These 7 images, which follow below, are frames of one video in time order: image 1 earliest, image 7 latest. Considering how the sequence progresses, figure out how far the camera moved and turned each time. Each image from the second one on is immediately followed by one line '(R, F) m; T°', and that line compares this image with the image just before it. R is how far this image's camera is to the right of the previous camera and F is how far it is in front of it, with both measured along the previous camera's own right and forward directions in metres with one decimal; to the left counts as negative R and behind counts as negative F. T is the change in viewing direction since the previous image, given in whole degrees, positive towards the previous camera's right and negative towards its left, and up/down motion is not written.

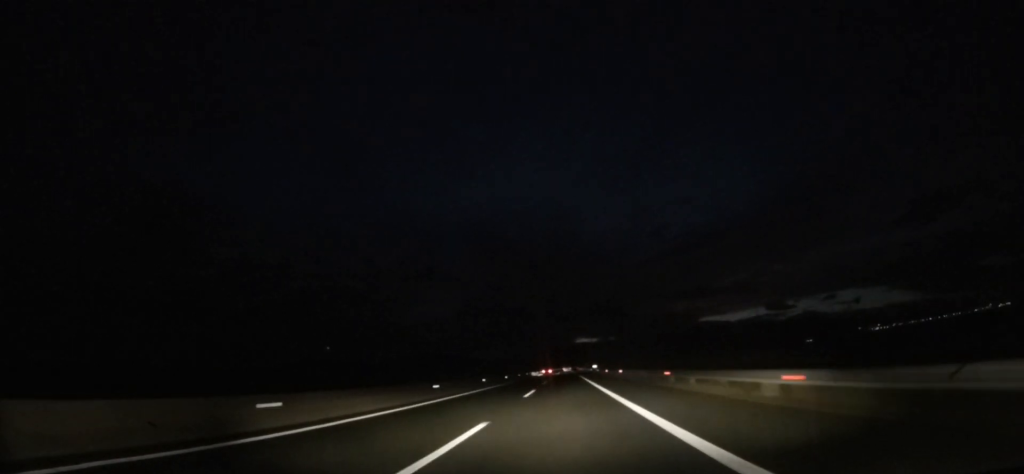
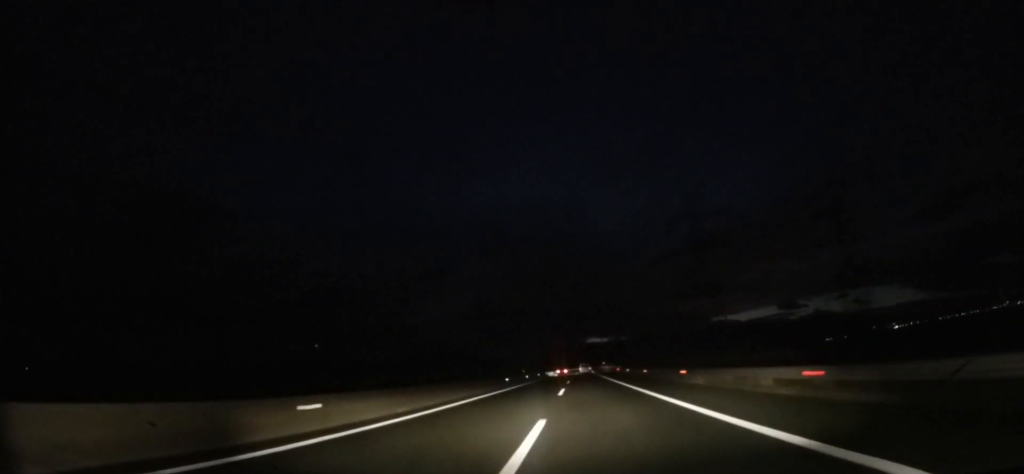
(-0.1, +143.0) m; 0°
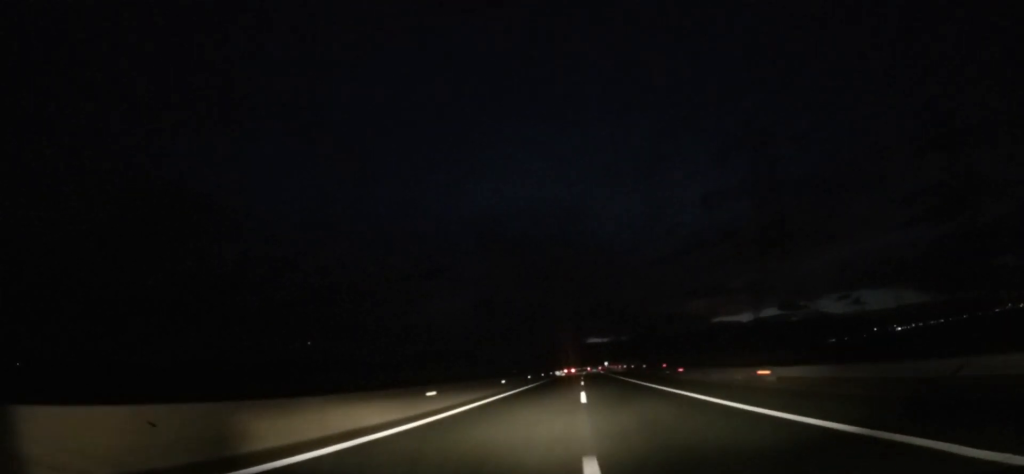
(+0.1, +42.0) m; 0°
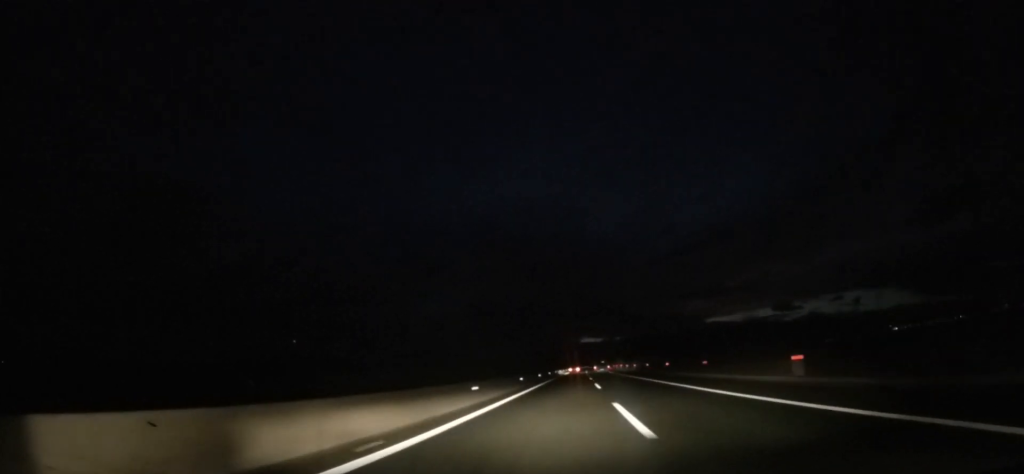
(-0.2, +44.8) m; 0°
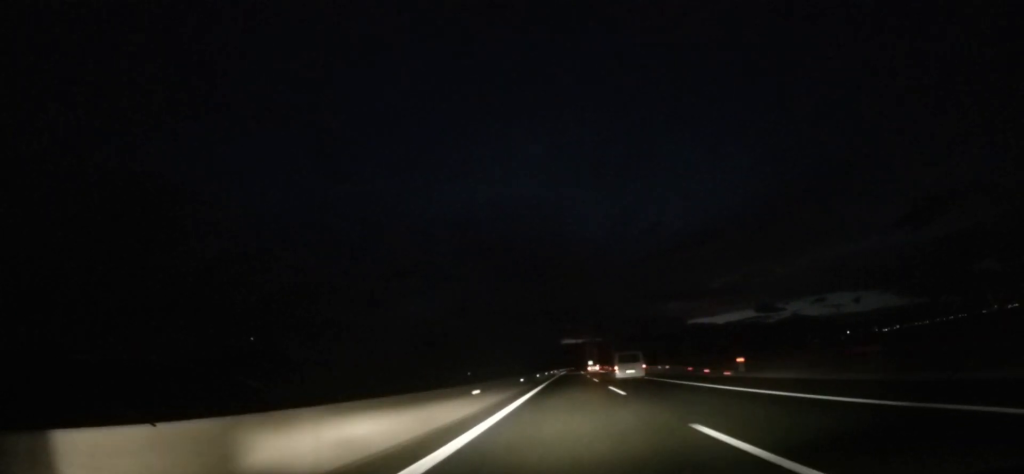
(+1.8, +115.1) m; +2°
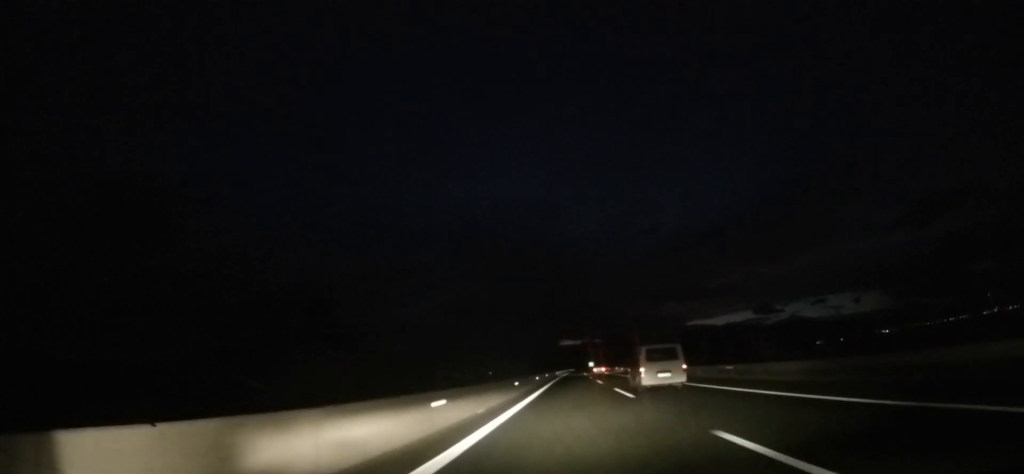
(0.0, +36.5) m; 0°
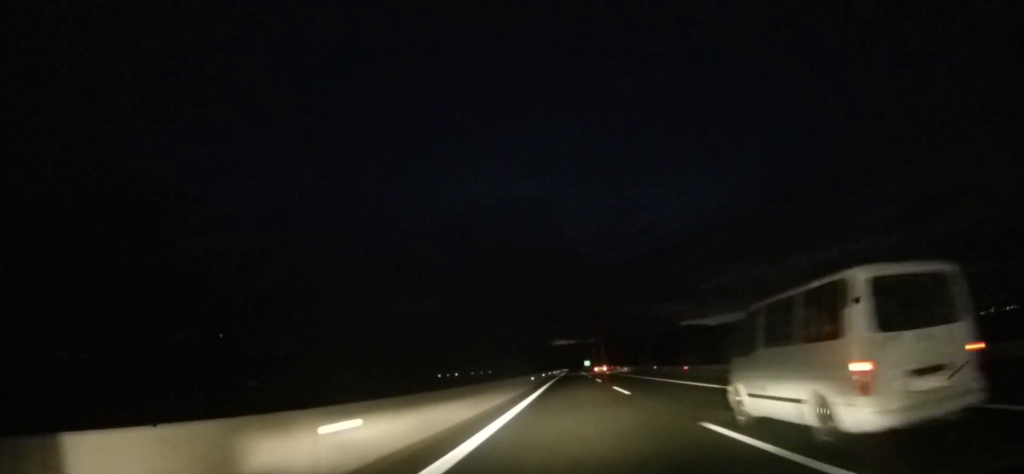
(0.0, +53.4) m; +1°
